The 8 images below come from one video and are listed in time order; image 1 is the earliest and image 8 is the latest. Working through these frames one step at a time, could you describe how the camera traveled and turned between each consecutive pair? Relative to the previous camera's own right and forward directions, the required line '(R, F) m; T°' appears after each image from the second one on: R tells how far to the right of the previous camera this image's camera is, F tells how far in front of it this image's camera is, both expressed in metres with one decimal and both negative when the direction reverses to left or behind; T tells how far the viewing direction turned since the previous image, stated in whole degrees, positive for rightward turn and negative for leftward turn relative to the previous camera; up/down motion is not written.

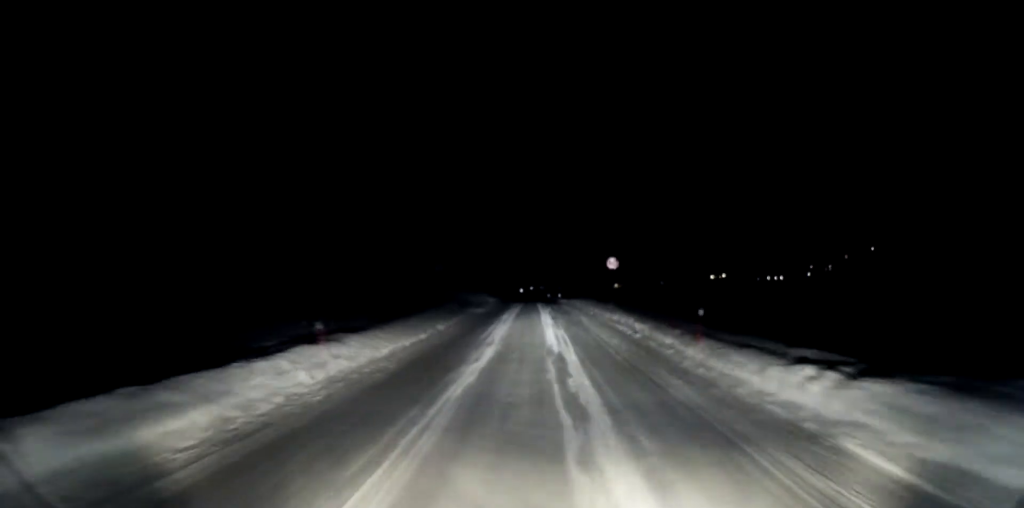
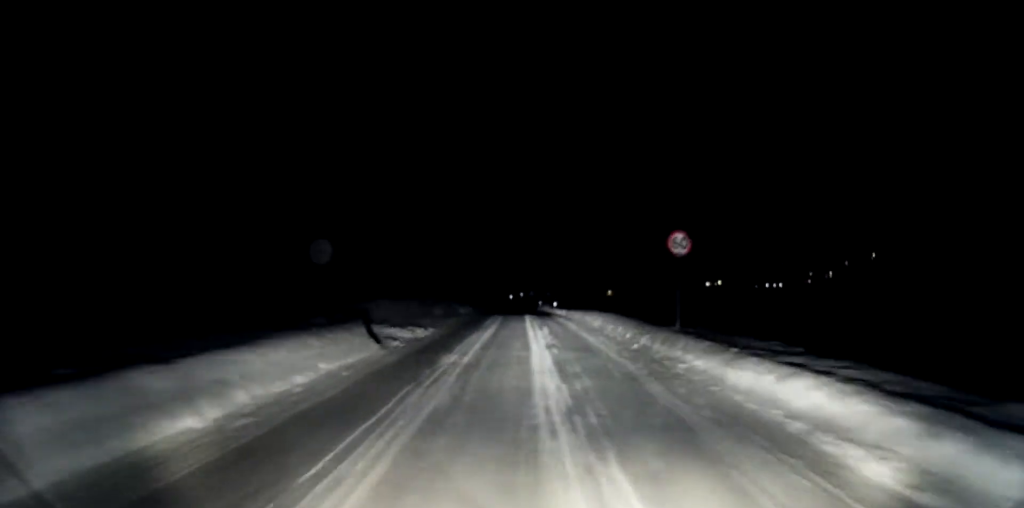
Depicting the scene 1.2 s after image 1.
(+0.3, +15.2) m; +2°
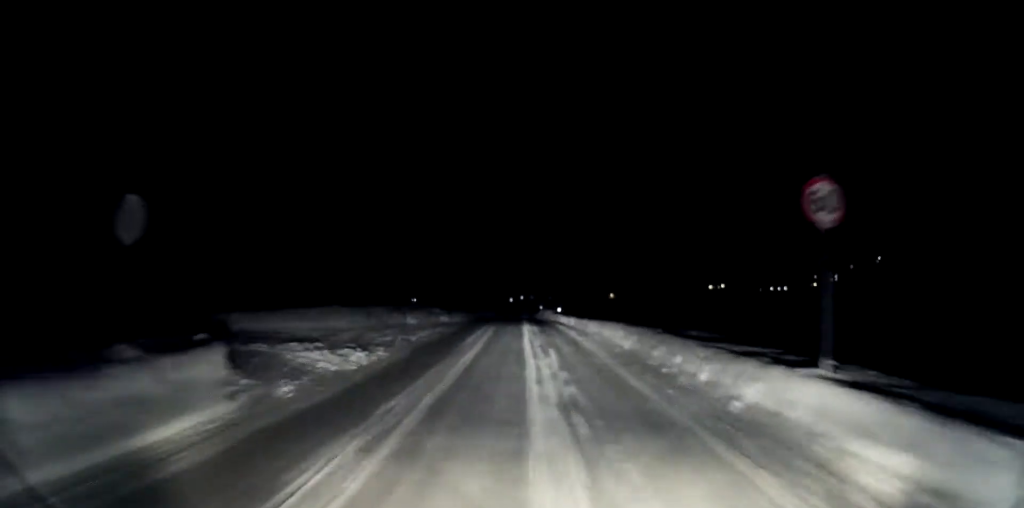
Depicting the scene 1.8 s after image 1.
(0.0, +7.4) m; 0°
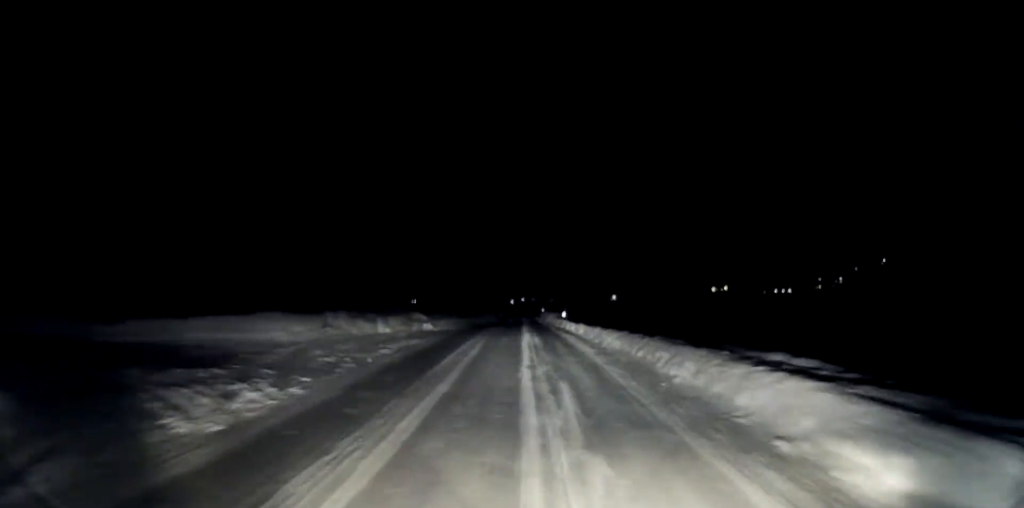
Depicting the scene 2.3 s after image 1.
(0.0, +5.3) m; 0°
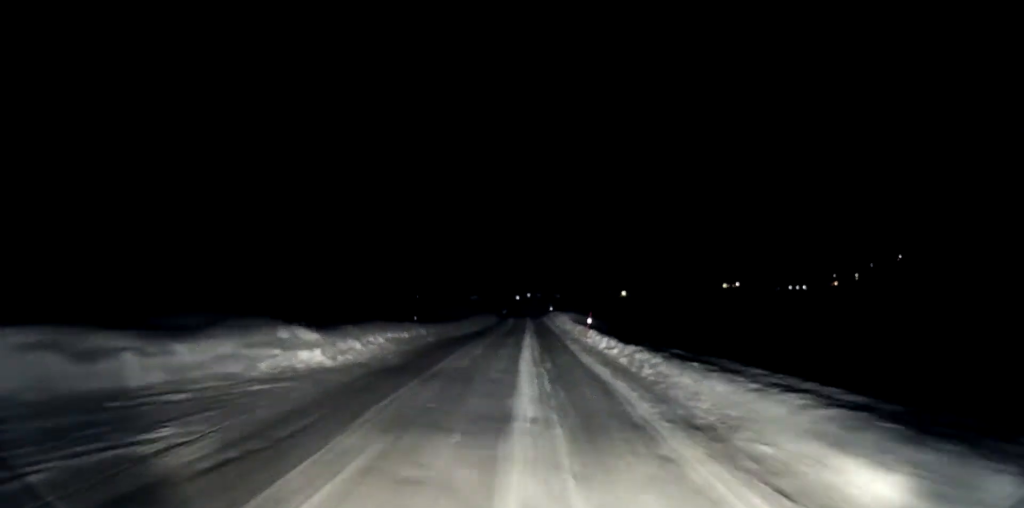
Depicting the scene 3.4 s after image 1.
(0.0, +14.5) m; 0°
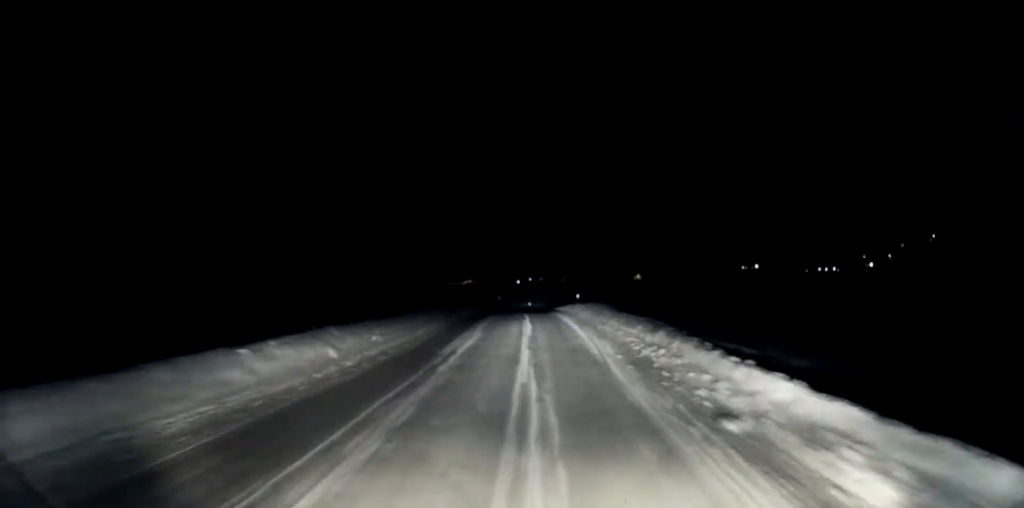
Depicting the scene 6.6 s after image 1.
(-0.3, +39.1) m; -1°
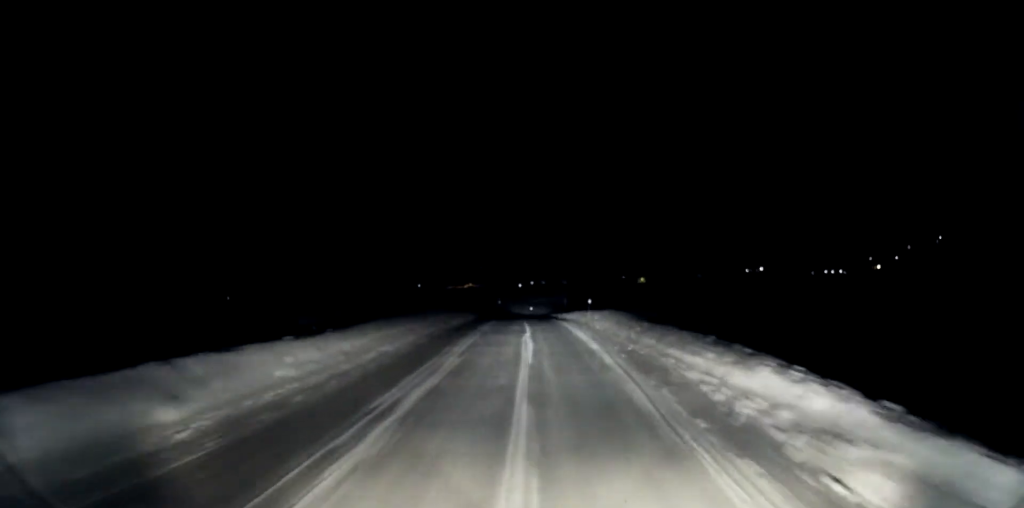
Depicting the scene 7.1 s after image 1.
(-0.1, +5.8) m; 0°
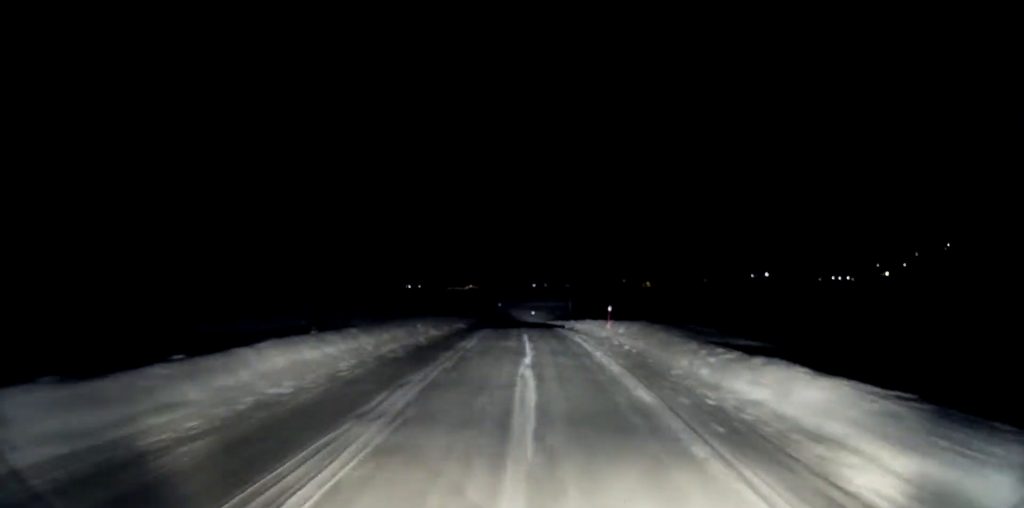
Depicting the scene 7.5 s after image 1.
(-0.1, +5.9) m; 0°
